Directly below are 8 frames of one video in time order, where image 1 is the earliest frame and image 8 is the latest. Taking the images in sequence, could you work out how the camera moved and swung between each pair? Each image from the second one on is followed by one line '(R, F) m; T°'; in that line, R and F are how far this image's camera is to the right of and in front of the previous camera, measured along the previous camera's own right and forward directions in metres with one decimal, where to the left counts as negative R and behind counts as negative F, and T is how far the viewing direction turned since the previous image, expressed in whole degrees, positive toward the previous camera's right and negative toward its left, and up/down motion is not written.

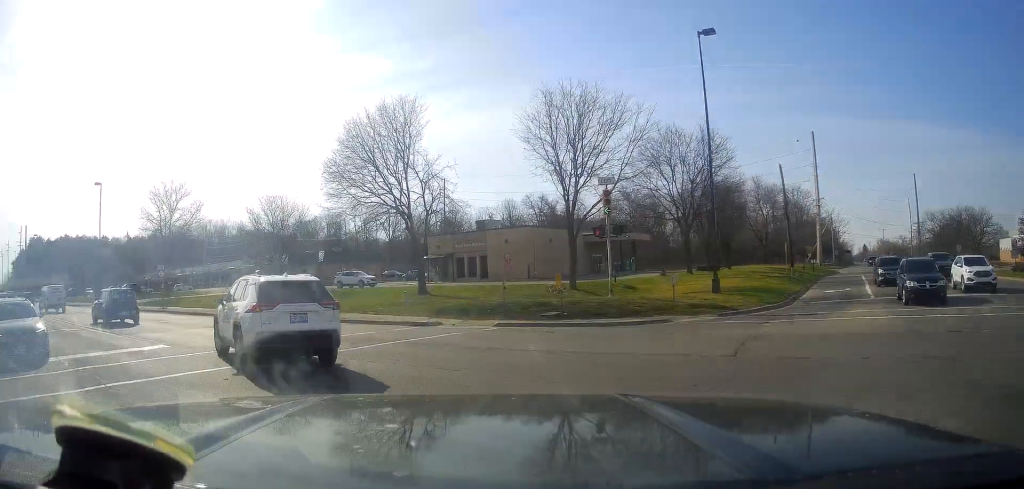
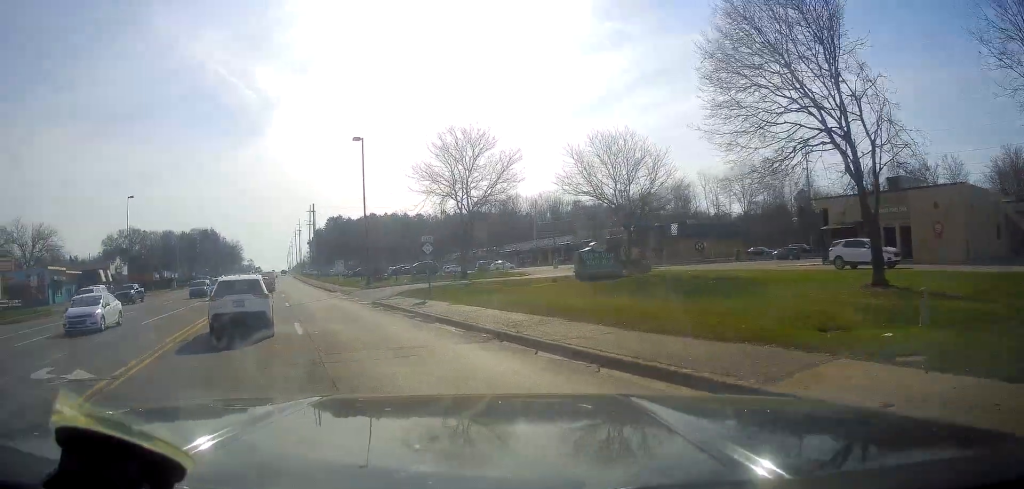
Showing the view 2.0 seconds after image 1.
(-5.1, +15.7) m; -33°
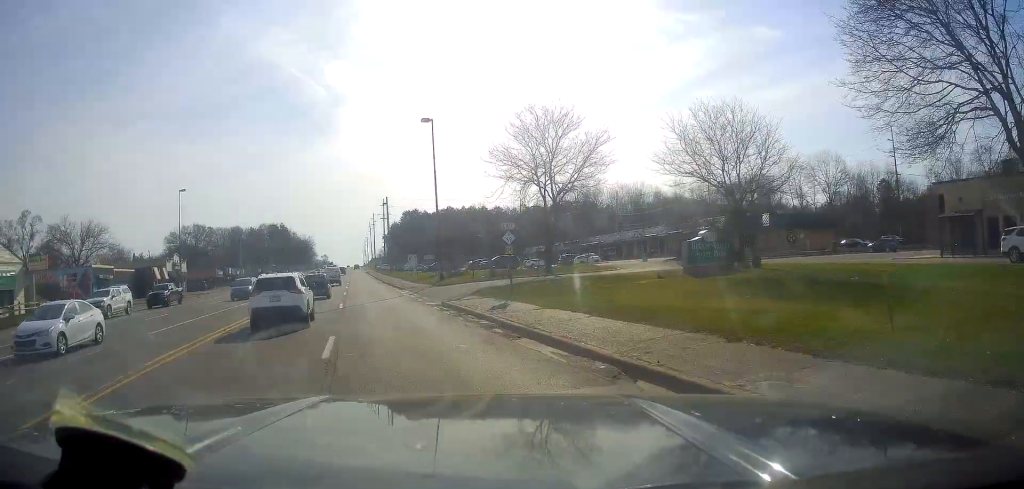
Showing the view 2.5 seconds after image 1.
(-0.3, +5.1) m; -6°
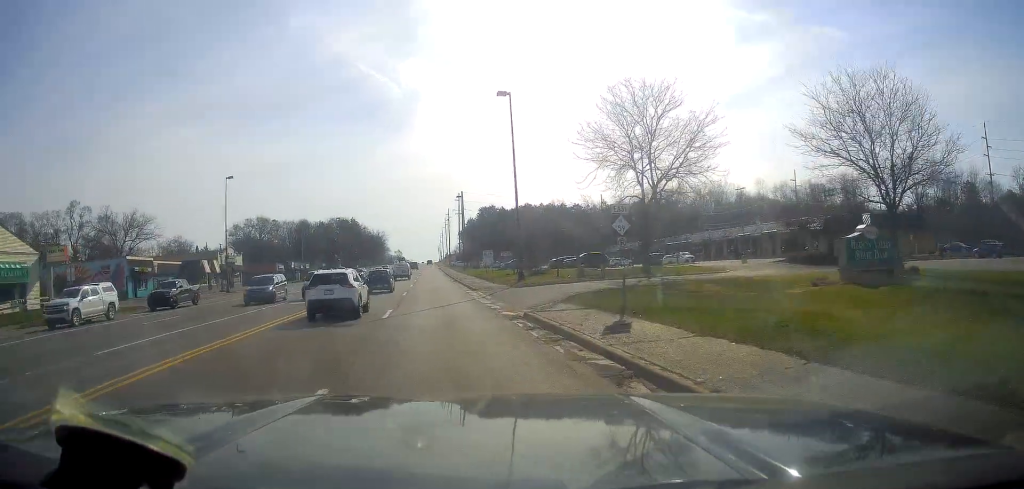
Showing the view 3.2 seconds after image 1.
(-0.4, +7.3) m; -5°
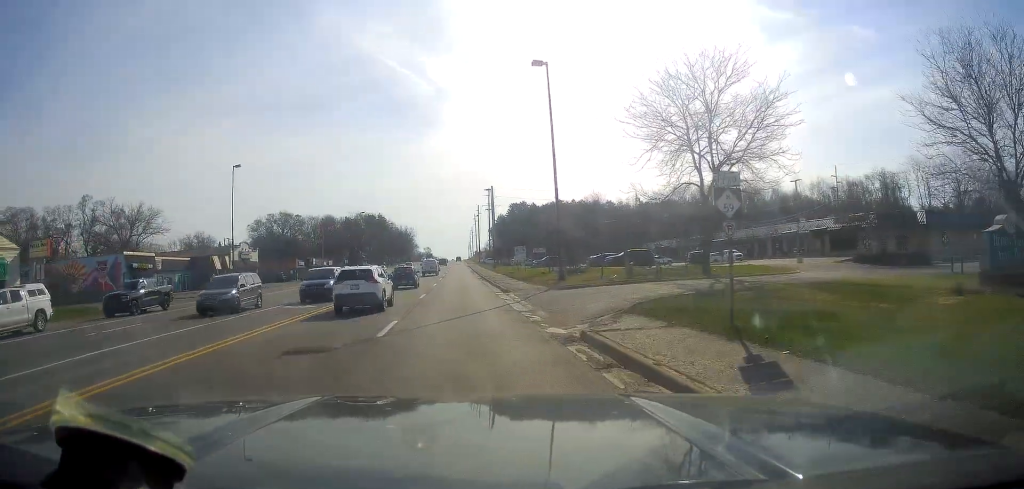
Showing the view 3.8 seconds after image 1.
(-0.3, +5.9) m; -2°
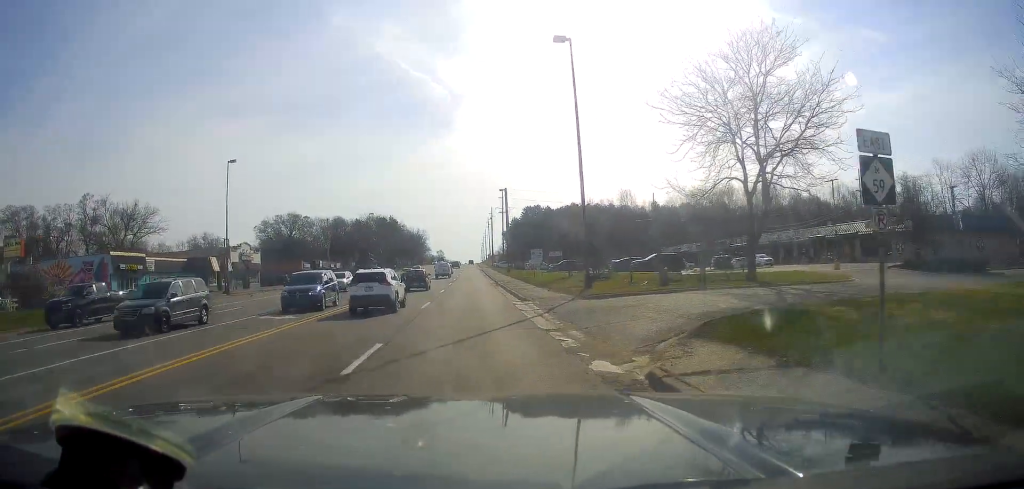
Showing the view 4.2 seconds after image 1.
(-0.1, +4.5) m; -1°
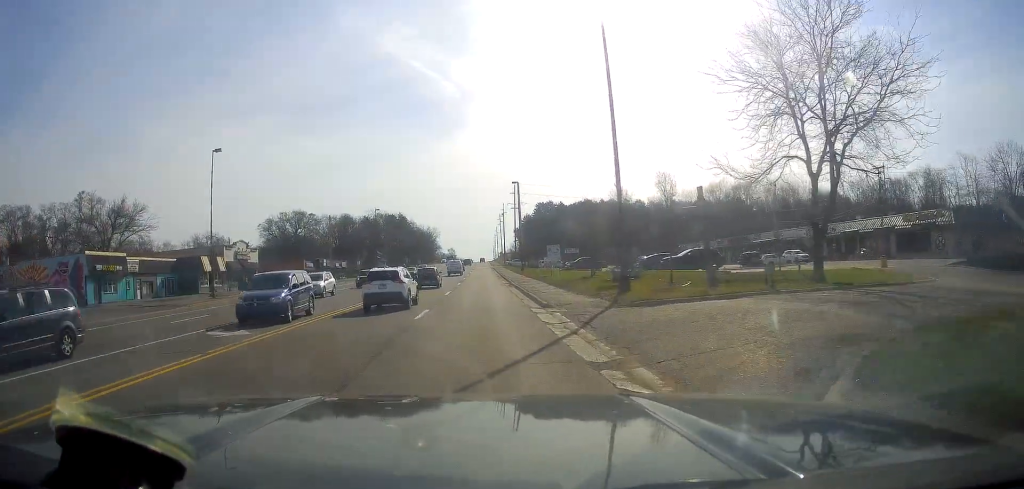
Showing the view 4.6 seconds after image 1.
(0.0, +5.8) m; -1°
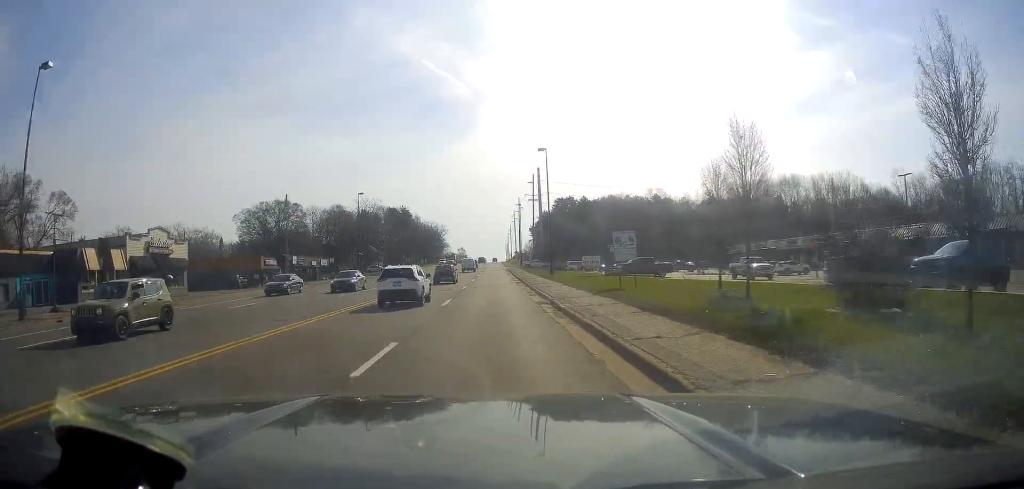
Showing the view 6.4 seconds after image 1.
(-0.9, +24.9) m; -3°
